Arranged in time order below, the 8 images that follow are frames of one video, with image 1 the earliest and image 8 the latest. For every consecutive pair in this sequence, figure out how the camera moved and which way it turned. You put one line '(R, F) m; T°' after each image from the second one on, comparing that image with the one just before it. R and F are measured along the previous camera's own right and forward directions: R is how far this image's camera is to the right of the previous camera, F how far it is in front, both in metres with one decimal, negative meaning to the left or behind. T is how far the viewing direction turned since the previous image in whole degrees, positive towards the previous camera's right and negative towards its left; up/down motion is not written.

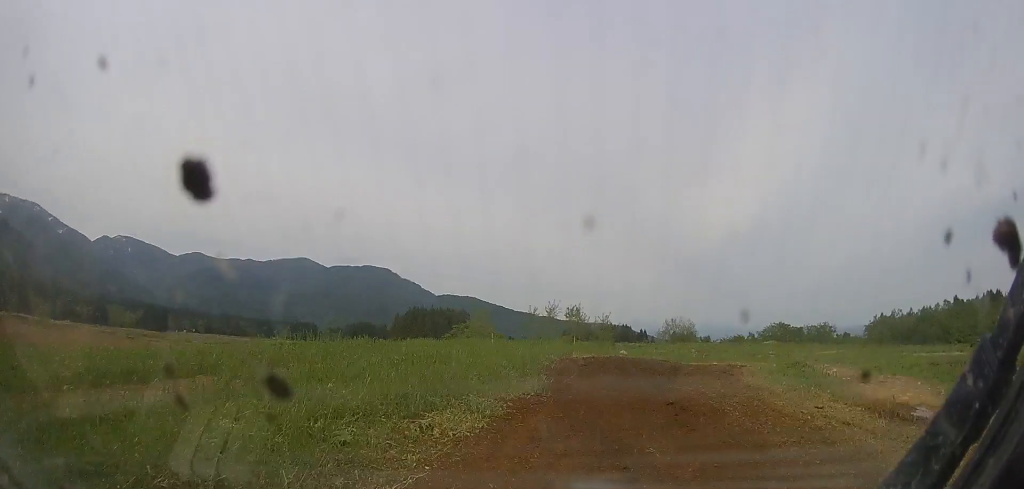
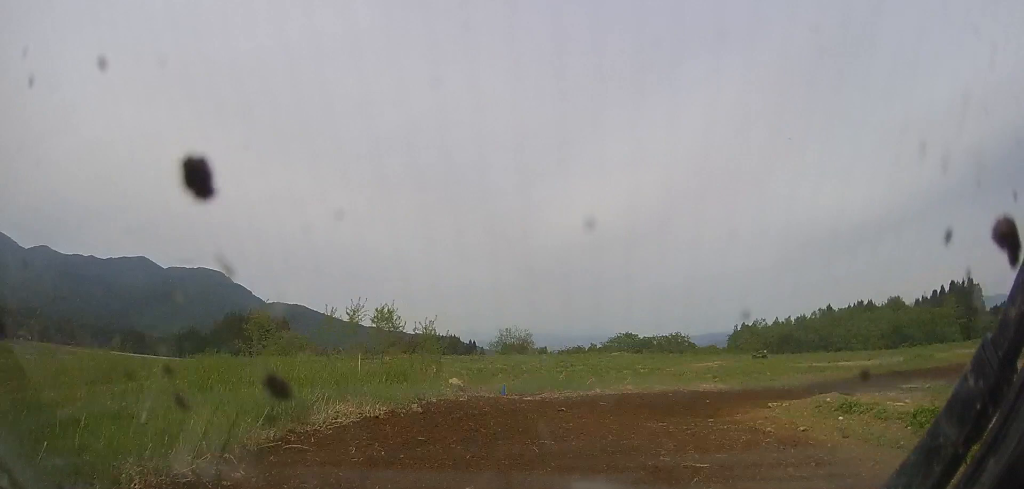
(+1.1, +15.8) m; +17°
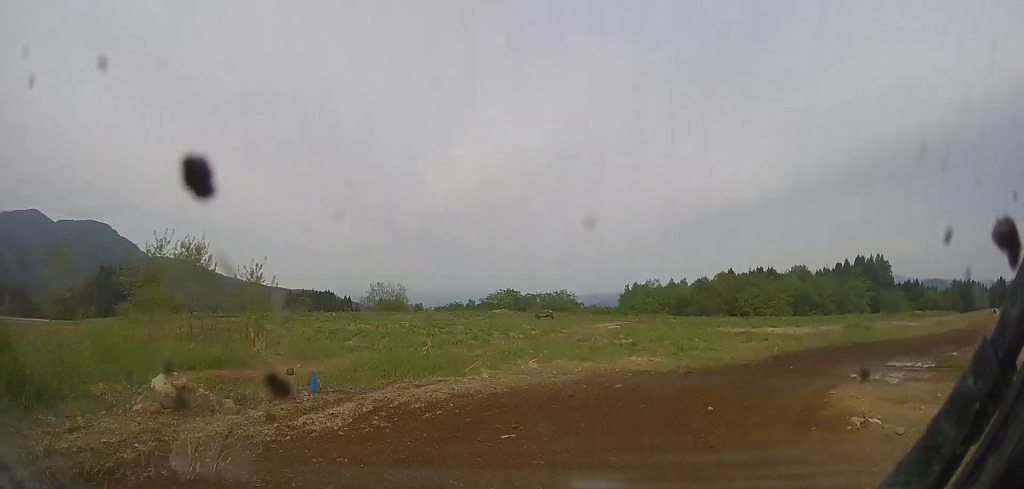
(+1.9, +9.8) m; +29°
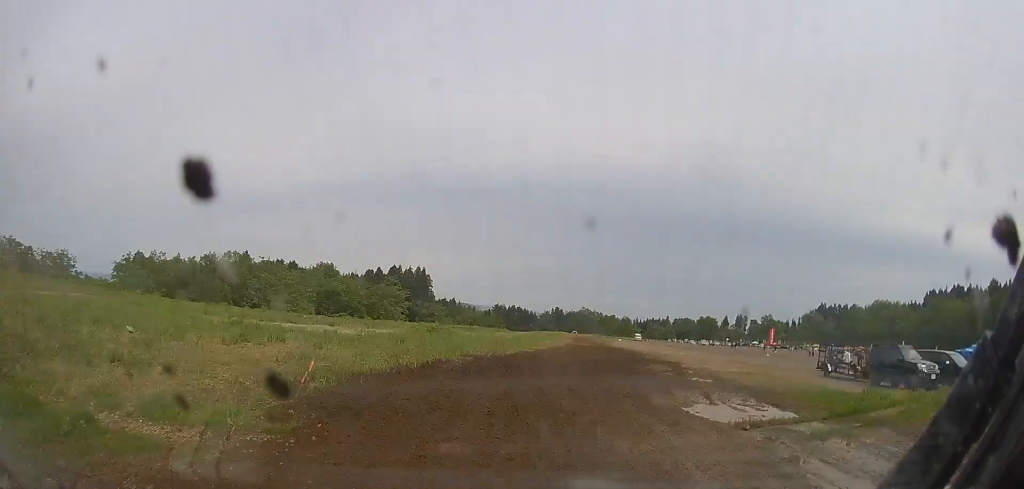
(+9.0, +23.7) m; +23°
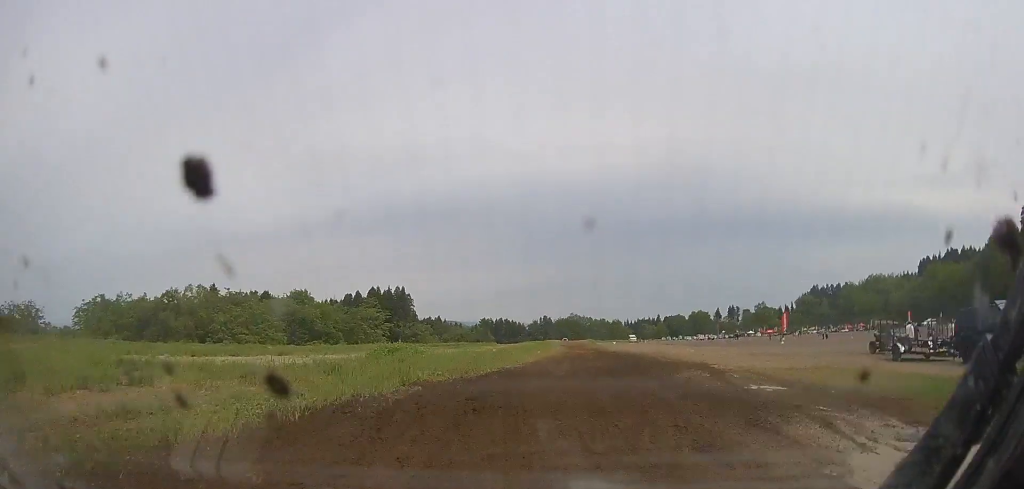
(+0.1, +6.7) m; +5°
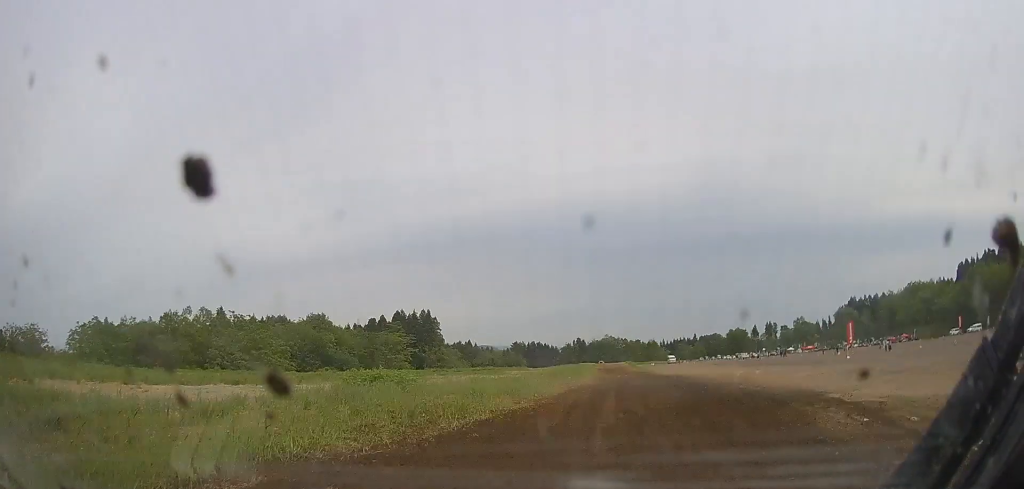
(+0.2, +8.1) m; +8°
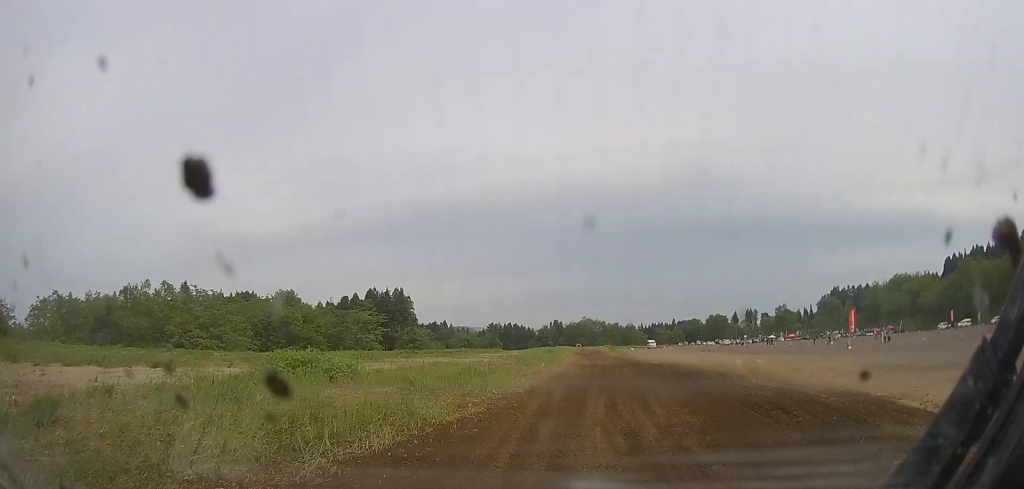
(+0.8, +5.8) m; +5°
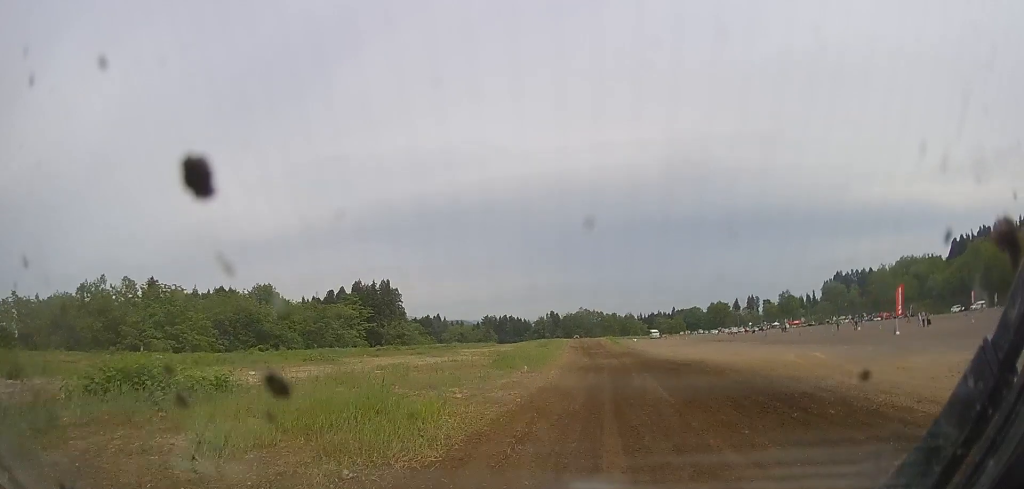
(+0.5, +9.2) m; +2°
